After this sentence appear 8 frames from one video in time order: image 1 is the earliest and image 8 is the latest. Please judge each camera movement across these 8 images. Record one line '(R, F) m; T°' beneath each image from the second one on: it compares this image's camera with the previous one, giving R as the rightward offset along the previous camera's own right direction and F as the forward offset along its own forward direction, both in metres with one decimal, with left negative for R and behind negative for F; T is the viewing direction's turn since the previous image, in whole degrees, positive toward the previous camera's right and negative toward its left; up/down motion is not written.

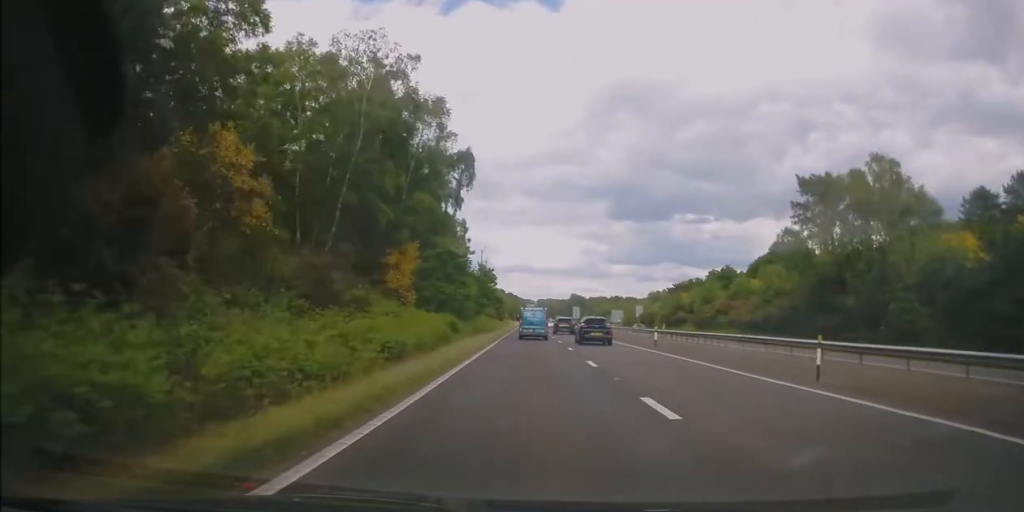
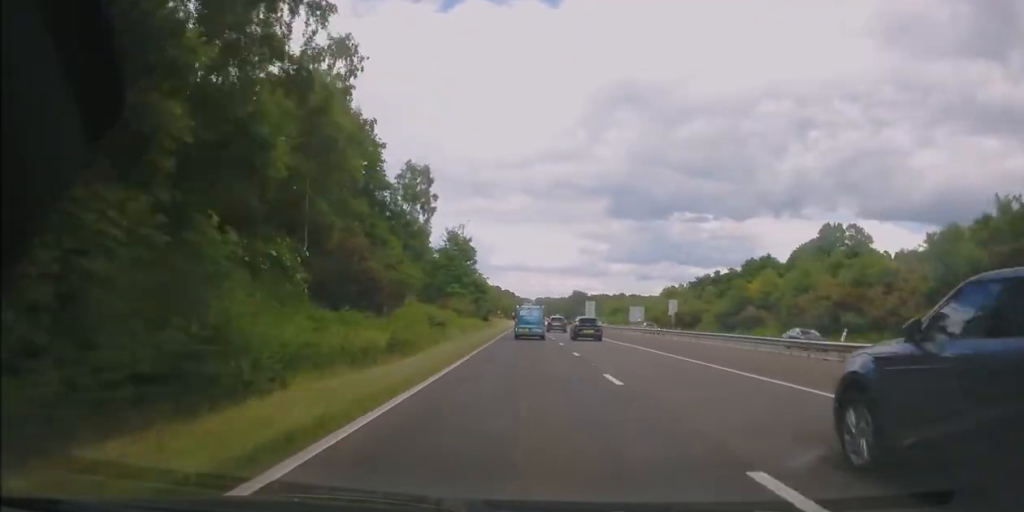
(+0.3, +32.2) m; 0°
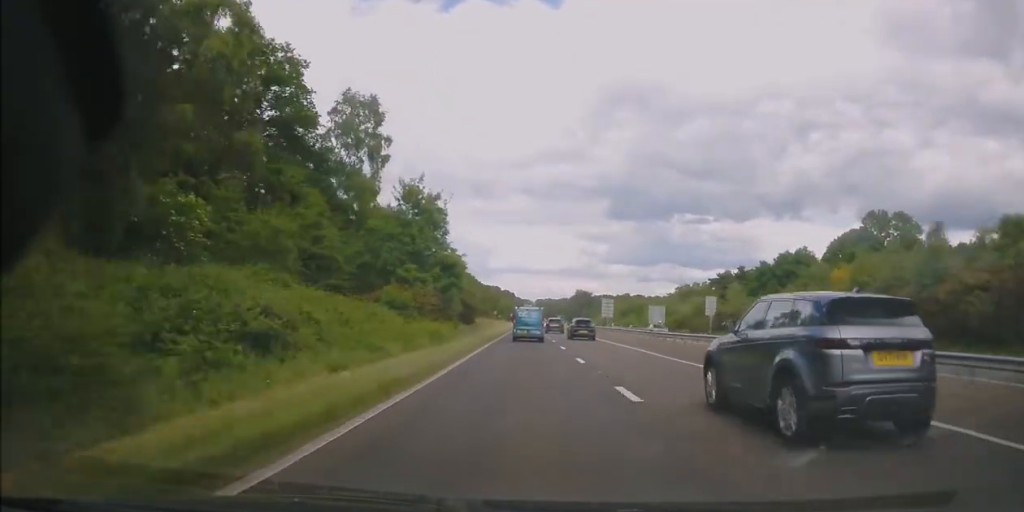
(-0.5, +20.0) m; 0°
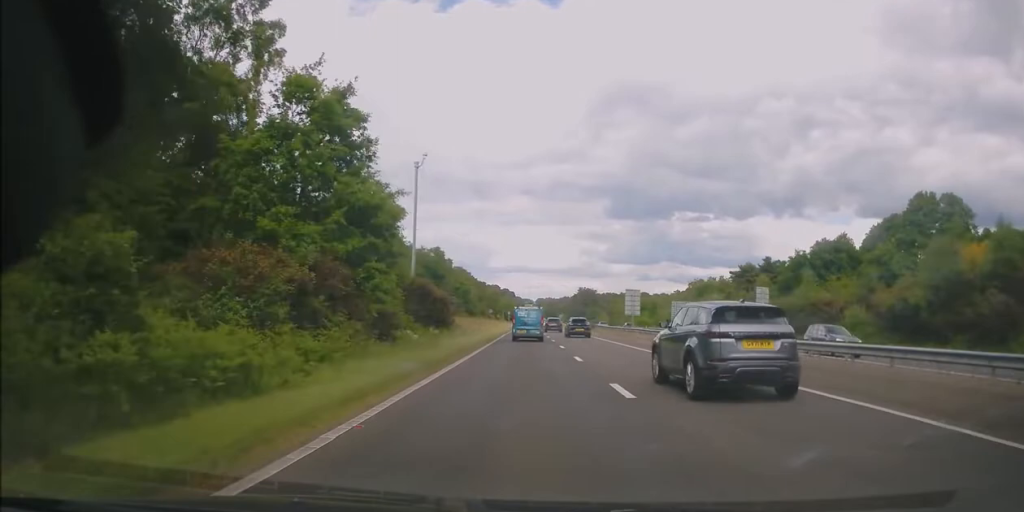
(+0.3, +18.1) m; 0°
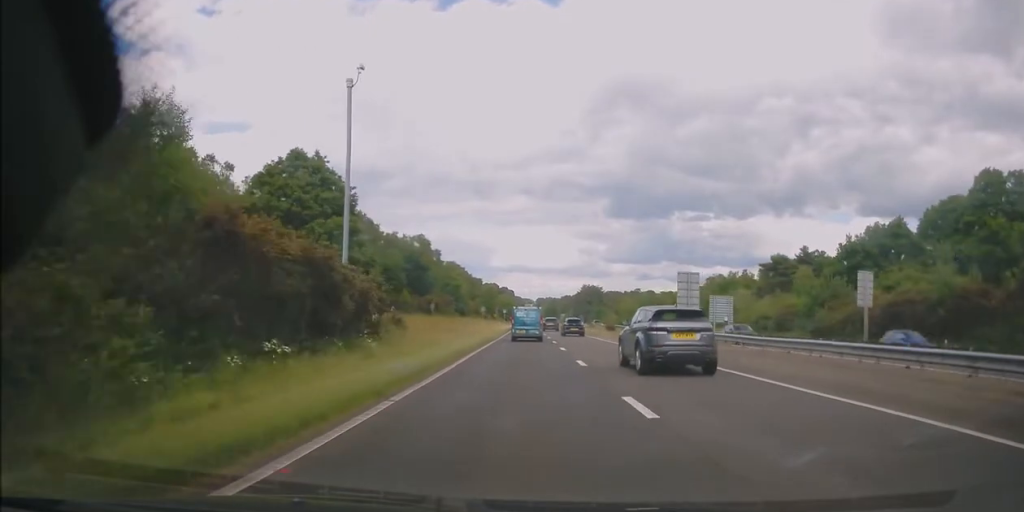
(-0.1, +20.5) m; 0°
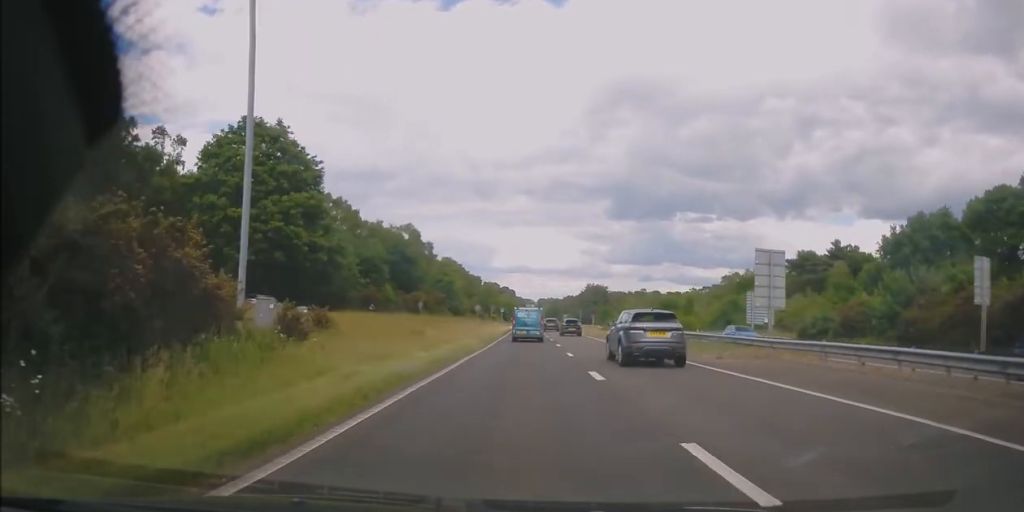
(-0.1, +13.1) m; 0°
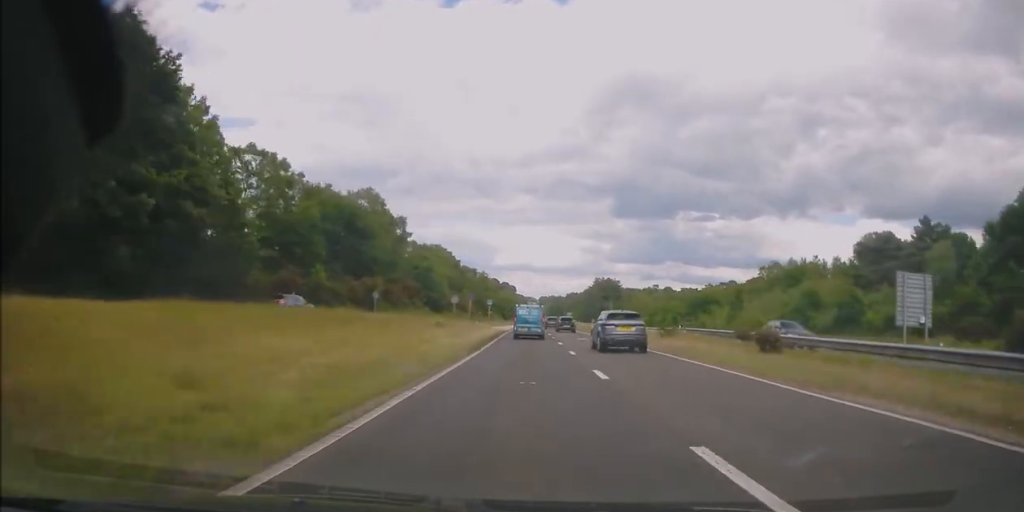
(+0.4, +27.7) m; 0°
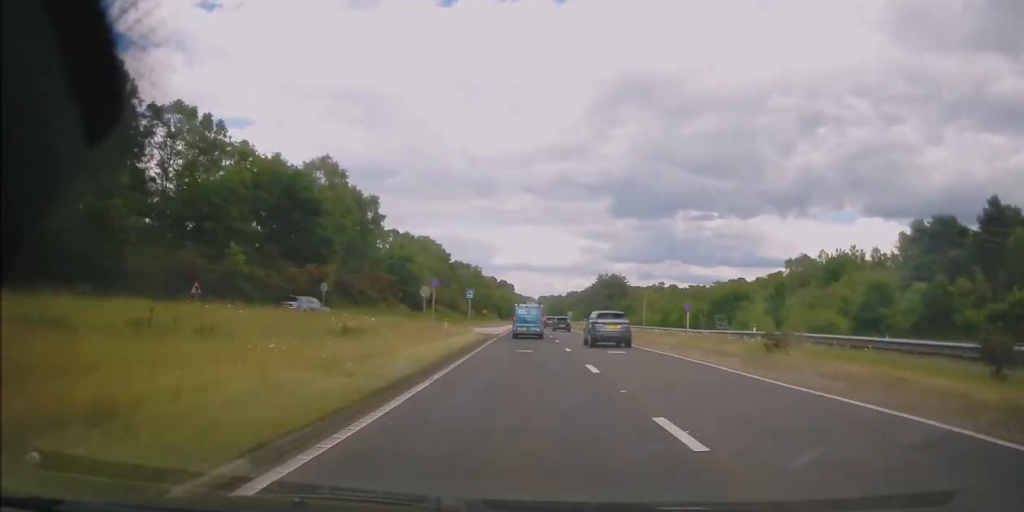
(-0.1, +16.3) m; -1°
